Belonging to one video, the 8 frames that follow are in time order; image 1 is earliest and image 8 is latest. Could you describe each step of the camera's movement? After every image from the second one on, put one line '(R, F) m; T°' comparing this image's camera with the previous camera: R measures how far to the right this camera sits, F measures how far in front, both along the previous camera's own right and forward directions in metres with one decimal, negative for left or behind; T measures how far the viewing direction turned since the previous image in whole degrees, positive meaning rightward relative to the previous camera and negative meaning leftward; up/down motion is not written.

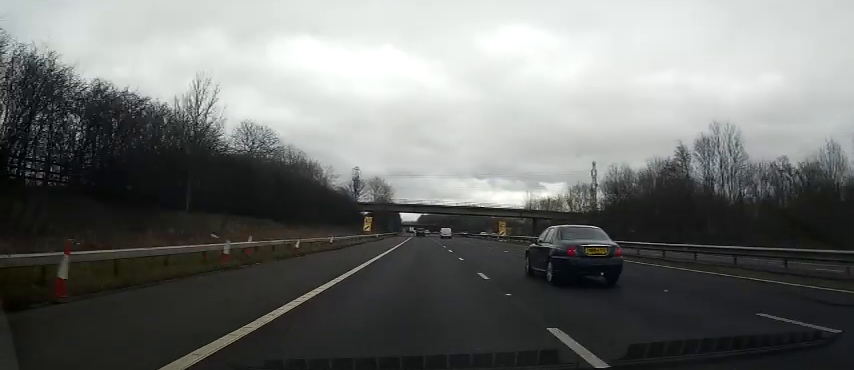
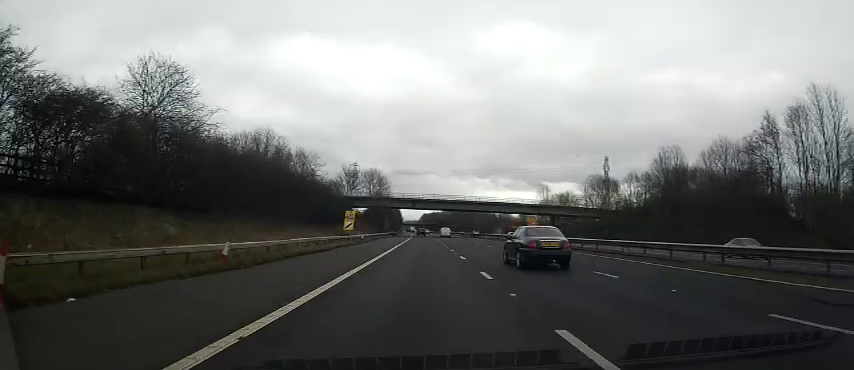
(-0.3, +18.3) m; -1°
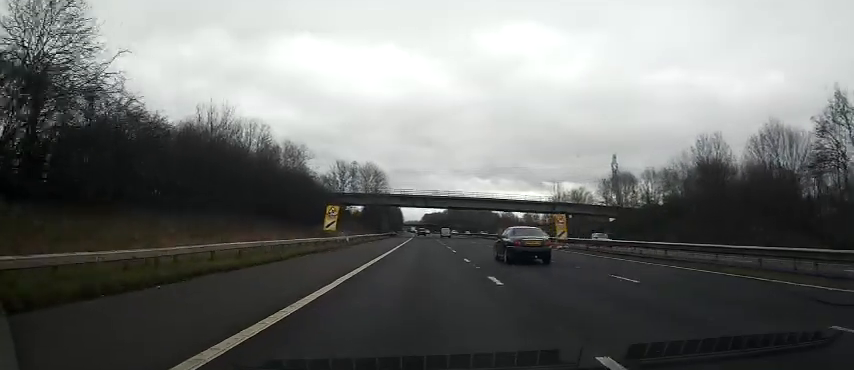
(0.0, +10.4) m; 0°
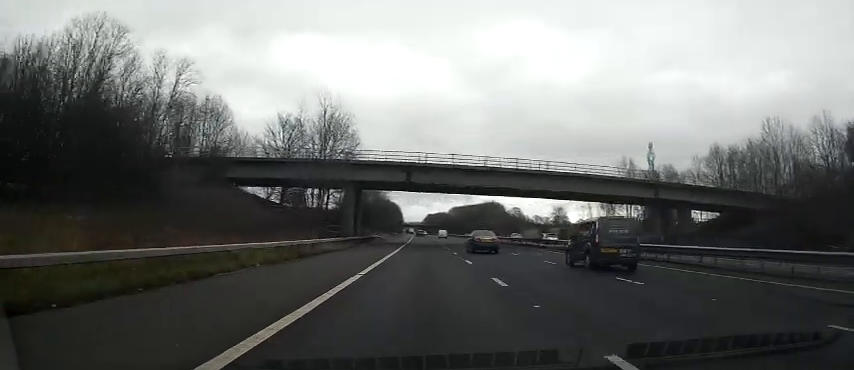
(0.0, +44.6) m; 0°
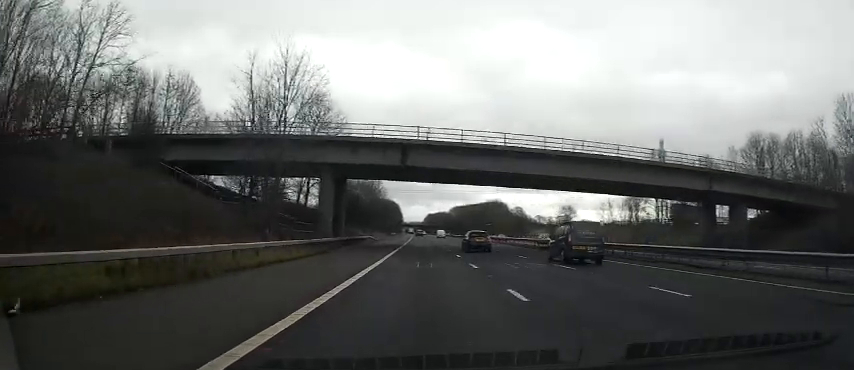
(0.0, +11.4) m; 0°
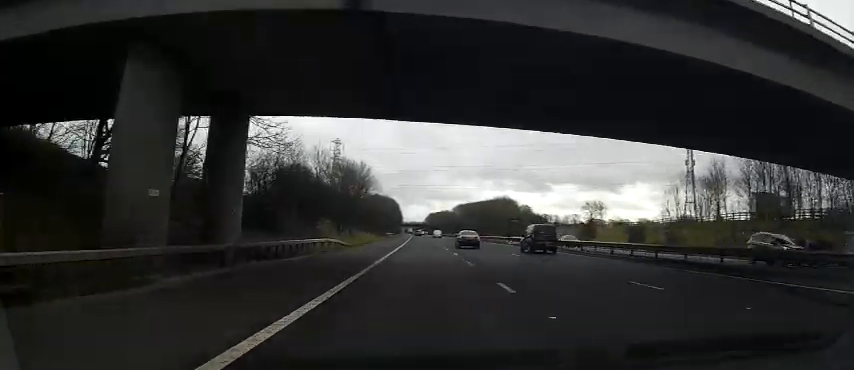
(0.0, +25.0) m; 0°
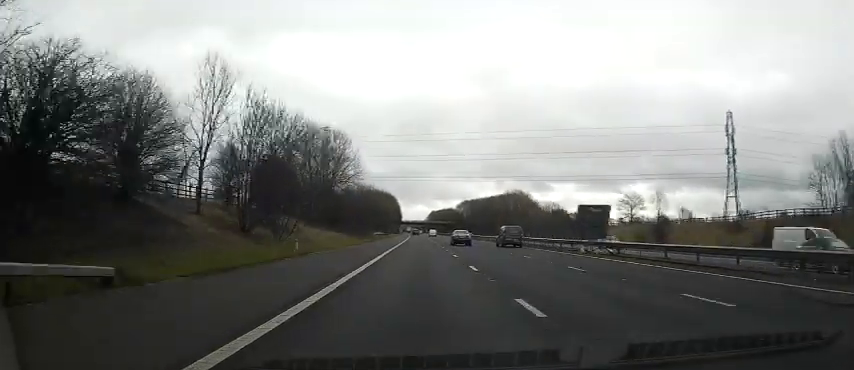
(0.0, +29.6) m; +1°
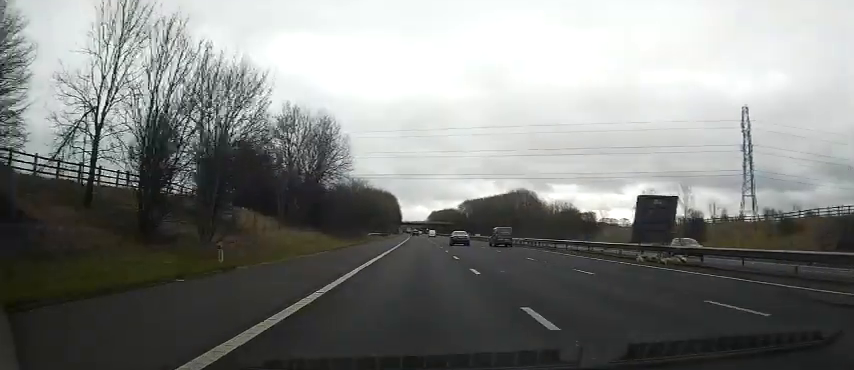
(+0.1, +9.5) m; 0°
